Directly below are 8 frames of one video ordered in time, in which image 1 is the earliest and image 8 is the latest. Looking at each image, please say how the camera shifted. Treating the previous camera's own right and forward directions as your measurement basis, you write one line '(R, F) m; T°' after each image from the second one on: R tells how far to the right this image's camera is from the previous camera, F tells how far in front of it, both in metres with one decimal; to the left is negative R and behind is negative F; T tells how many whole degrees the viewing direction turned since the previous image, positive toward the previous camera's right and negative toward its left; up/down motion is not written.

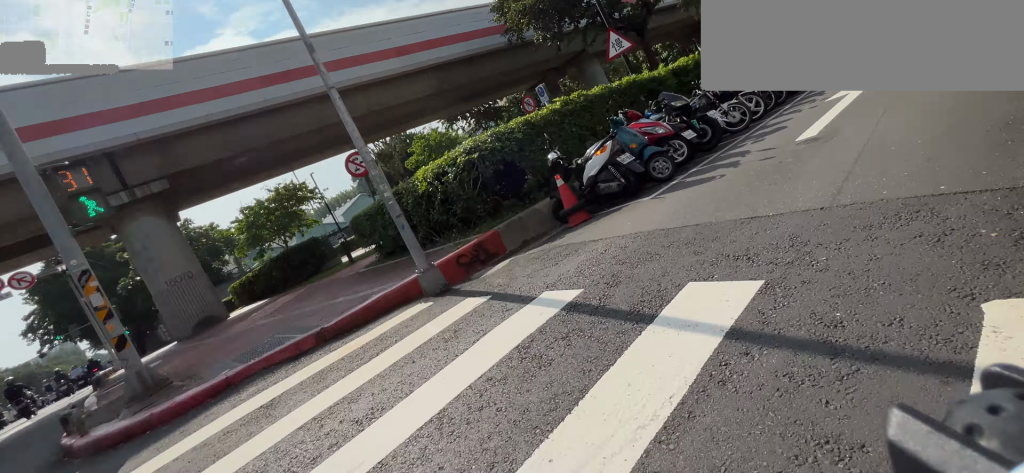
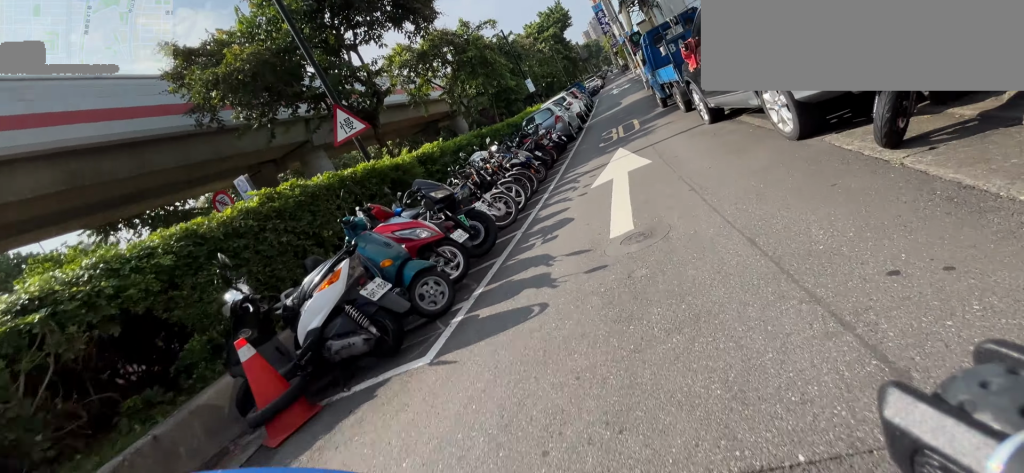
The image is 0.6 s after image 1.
(+0.3, +3.3) m; +10°
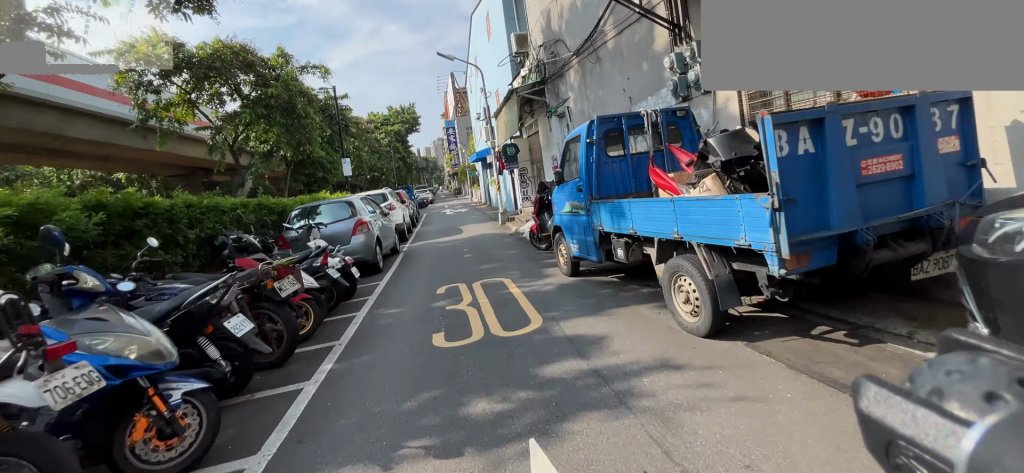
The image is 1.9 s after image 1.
(+1.3, +7.0) m; +13°
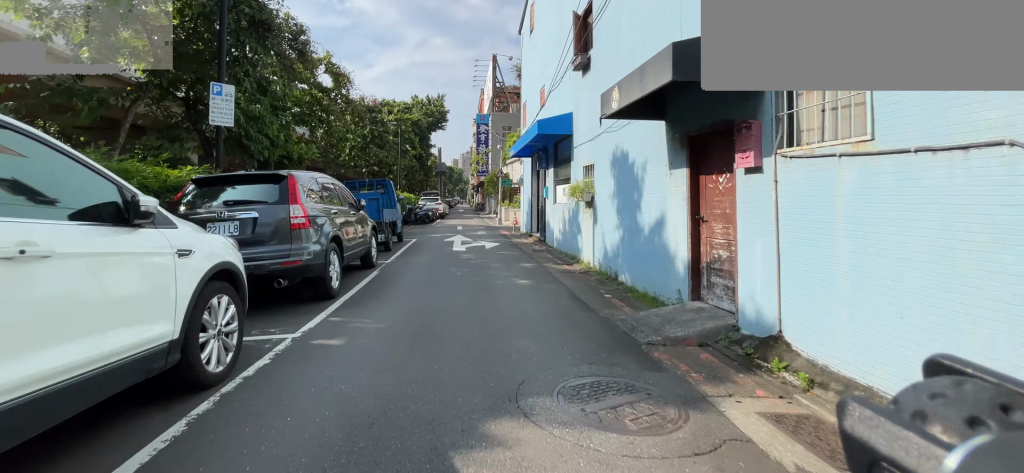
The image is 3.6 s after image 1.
(+0.2, +12.6) m; +1°
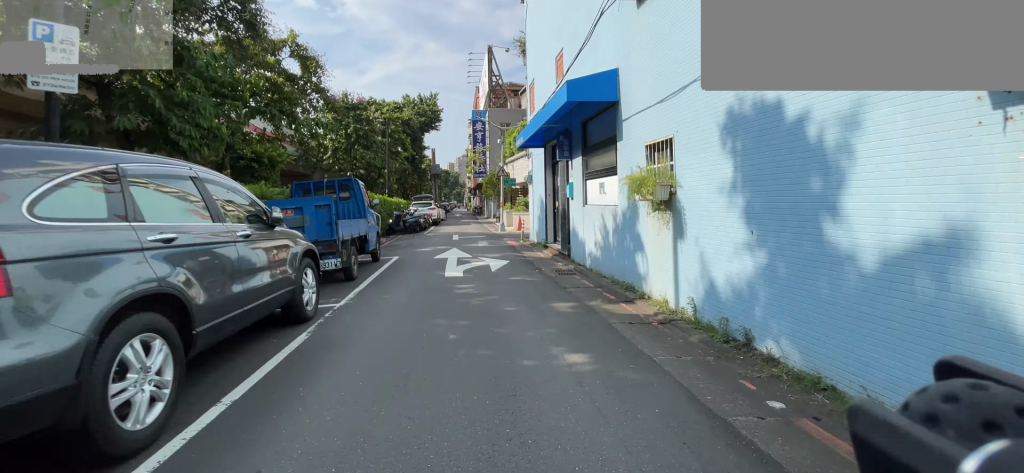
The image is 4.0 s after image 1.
(0.0, +3.9) m; 0°
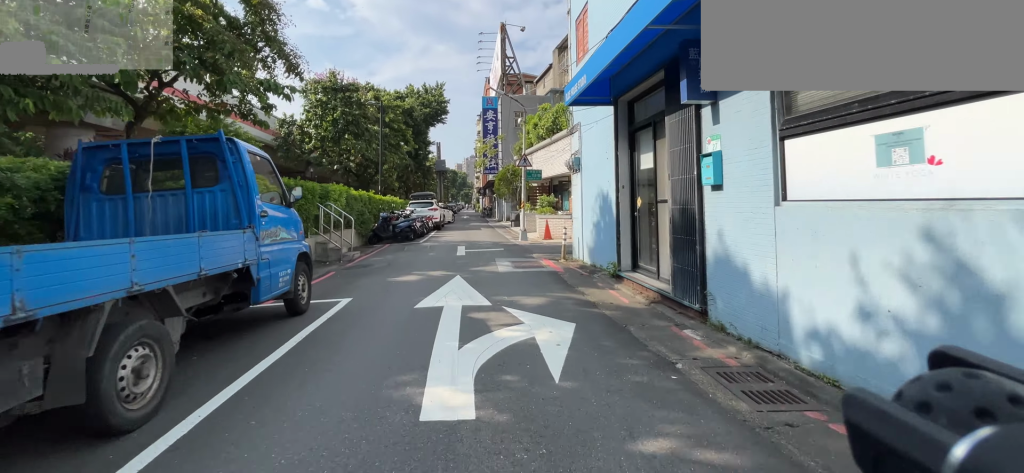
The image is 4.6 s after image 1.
(0.0, +6.3) m; 0°
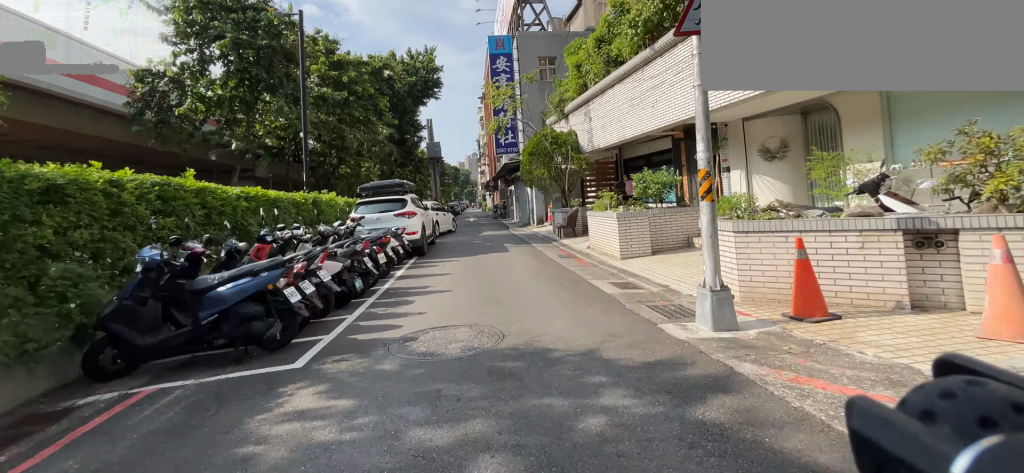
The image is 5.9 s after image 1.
(0.0, +14.7) m; 0°
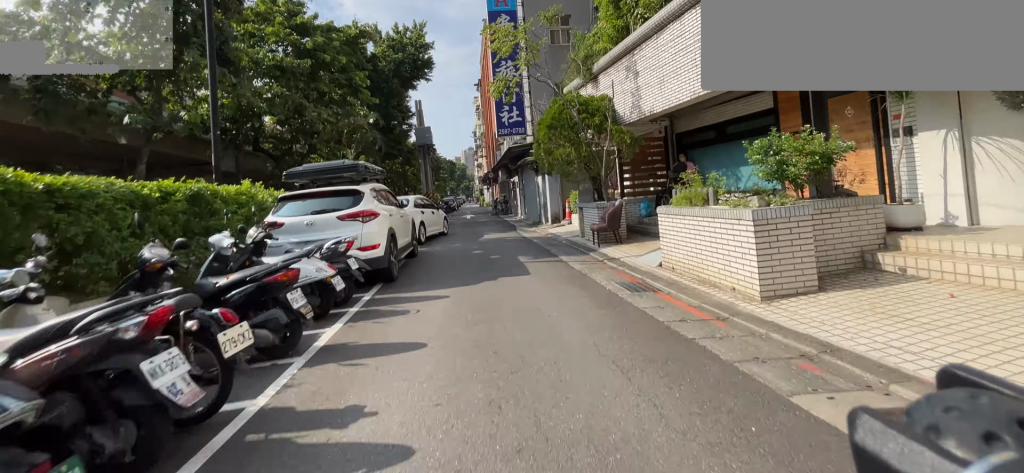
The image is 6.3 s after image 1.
(0.0, +5.2) m; 0°
